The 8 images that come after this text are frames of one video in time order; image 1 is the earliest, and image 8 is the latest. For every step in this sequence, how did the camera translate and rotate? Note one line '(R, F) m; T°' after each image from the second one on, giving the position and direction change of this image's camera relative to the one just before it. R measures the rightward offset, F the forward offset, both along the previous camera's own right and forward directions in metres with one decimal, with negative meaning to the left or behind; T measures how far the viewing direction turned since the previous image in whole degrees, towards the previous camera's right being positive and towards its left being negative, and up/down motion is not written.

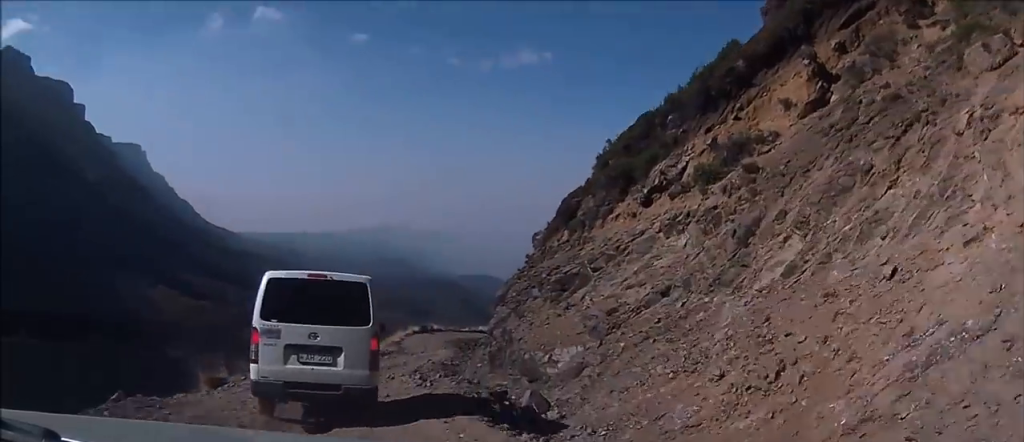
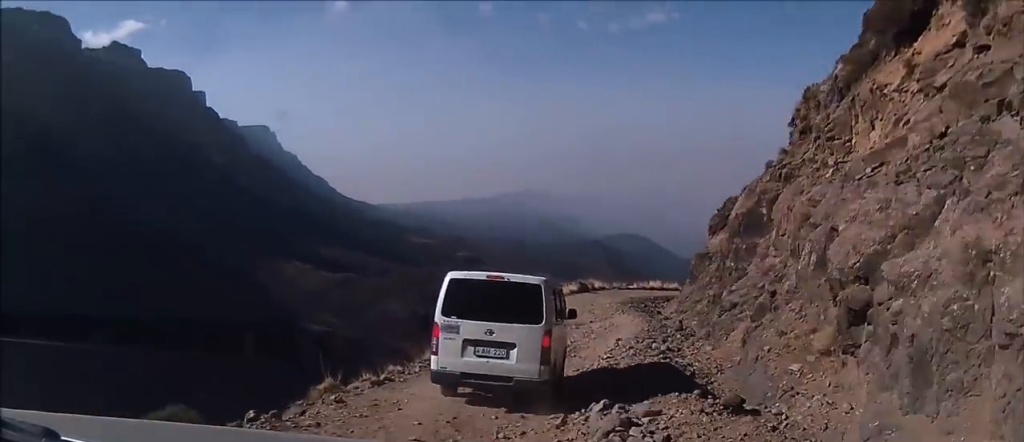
(-1.5, +20.7) m; -1°
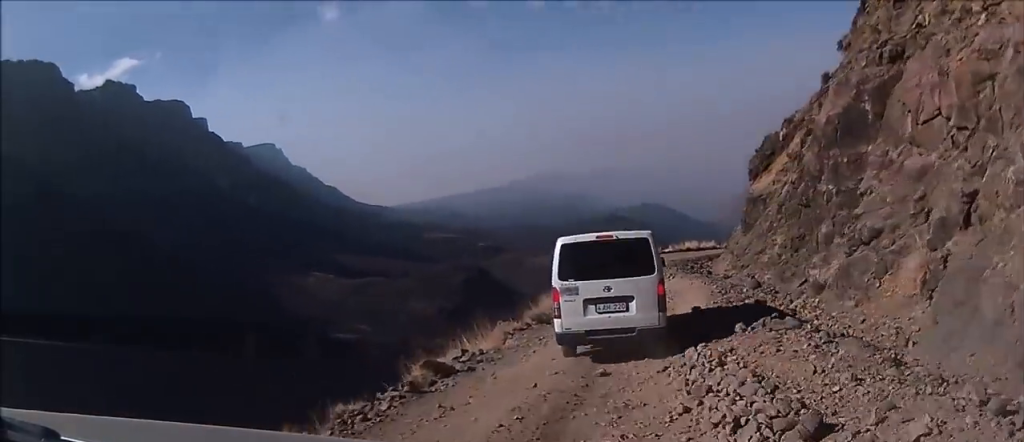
(-0.4, +6.9) m; +2°
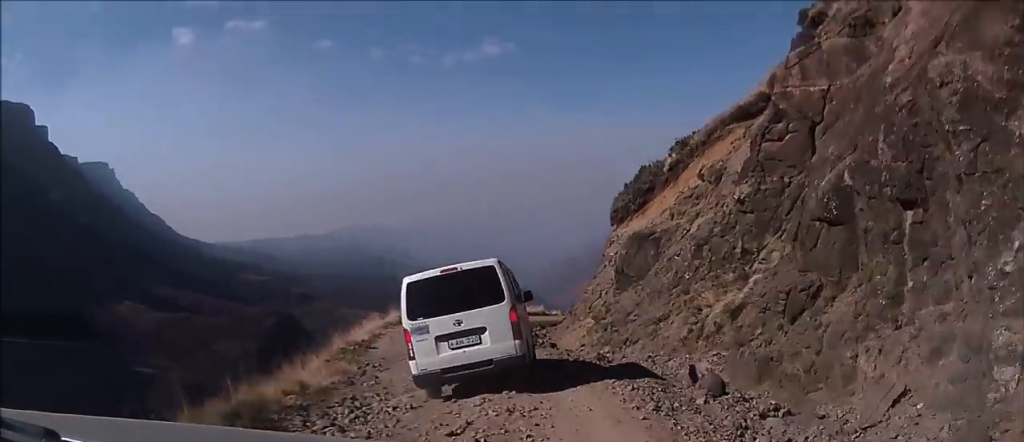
(+1.5, +13.7) m; +5°
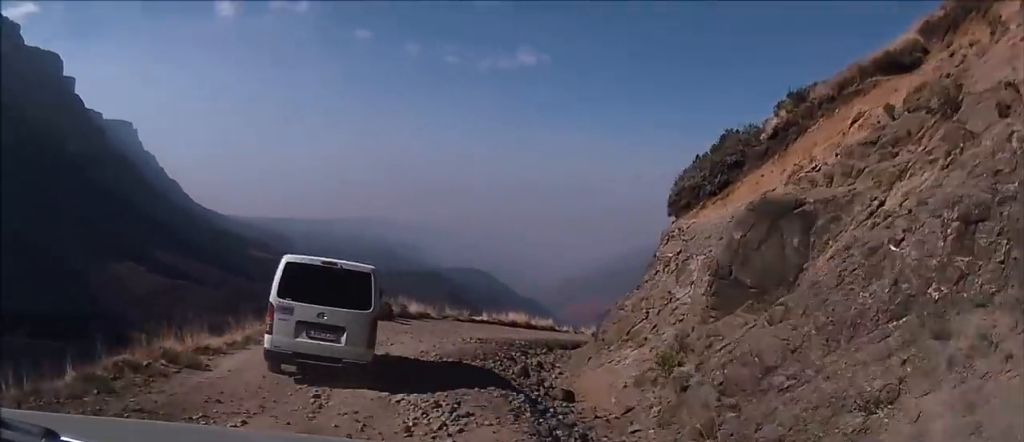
(+0.1, +15.7) m; +9°
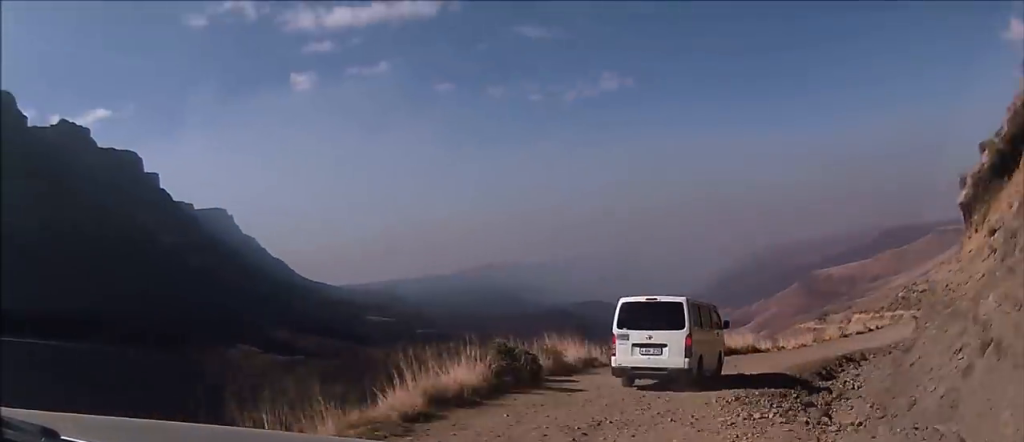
(+1.2, +18.1) m; +12°
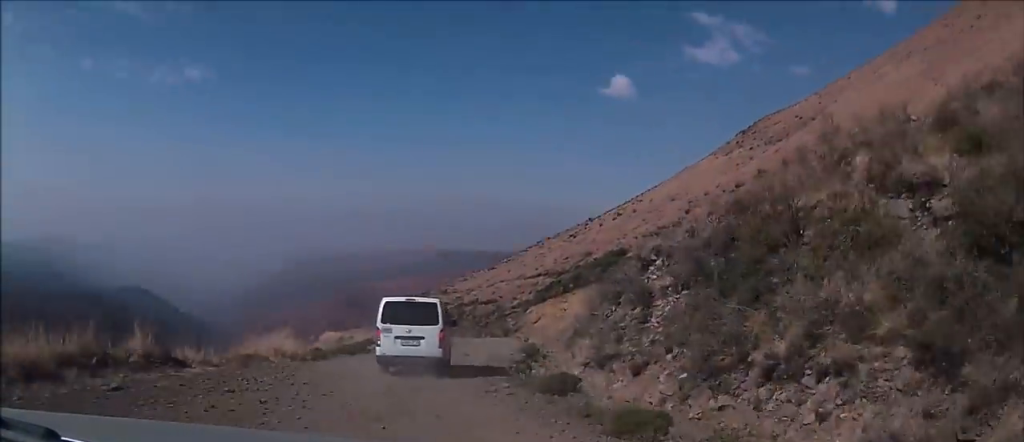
(+18.3, +80.1) m; +12°
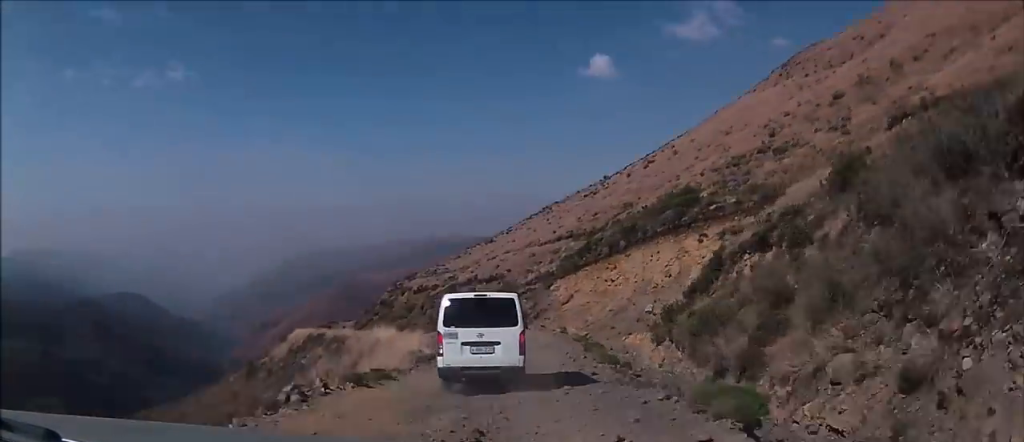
(-0.4, +27.5) m; -5°
